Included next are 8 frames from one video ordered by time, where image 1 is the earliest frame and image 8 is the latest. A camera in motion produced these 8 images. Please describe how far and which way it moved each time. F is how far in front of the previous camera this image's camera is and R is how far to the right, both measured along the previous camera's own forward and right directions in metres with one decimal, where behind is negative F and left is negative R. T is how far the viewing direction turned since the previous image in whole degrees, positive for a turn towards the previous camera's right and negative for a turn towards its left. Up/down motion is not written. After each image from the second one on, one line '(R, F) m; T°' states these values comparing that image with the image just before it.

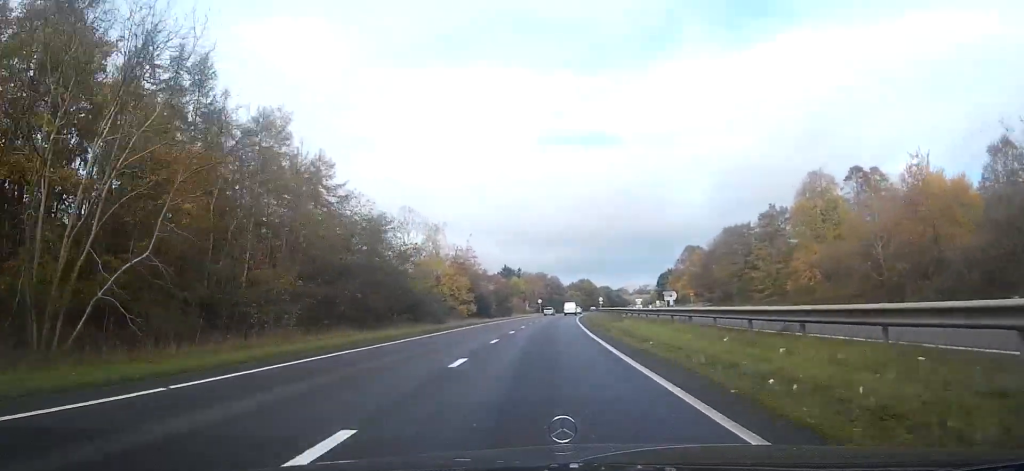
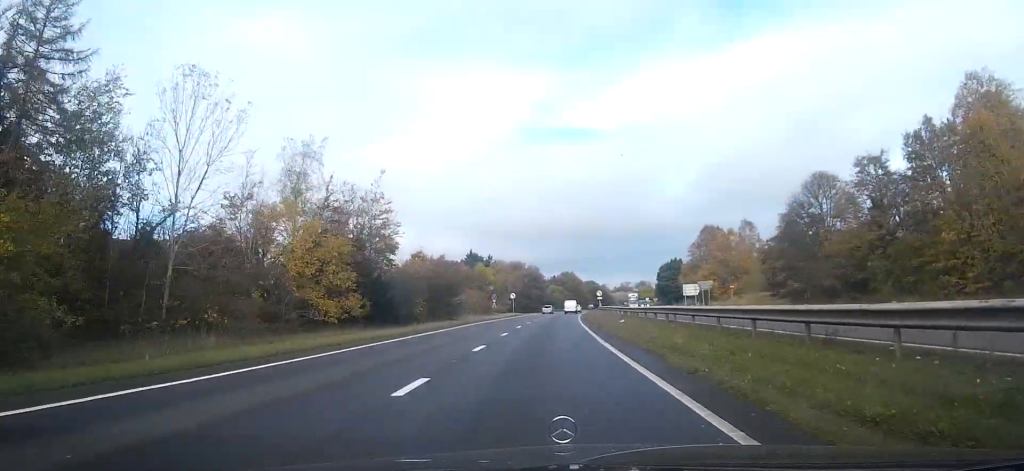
(+1.0, +39.2) m; +3°
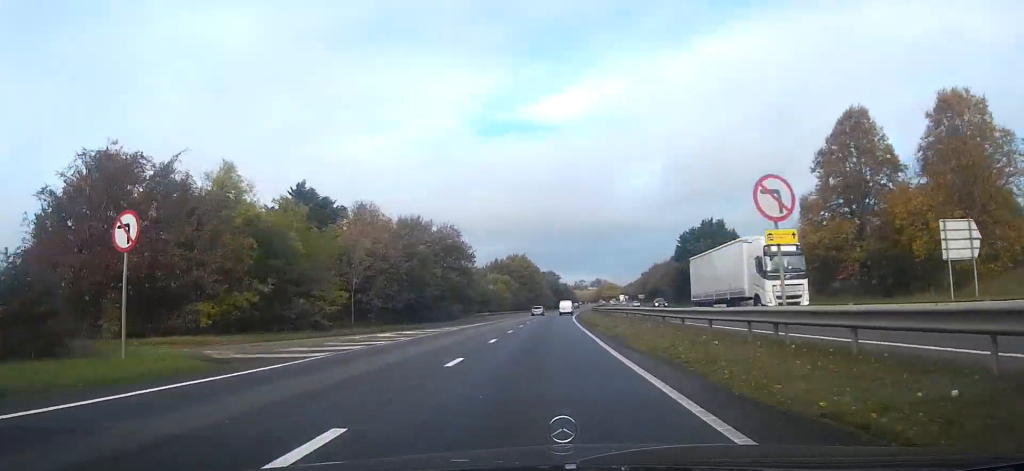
(+3.7, +82.9) m; +5°
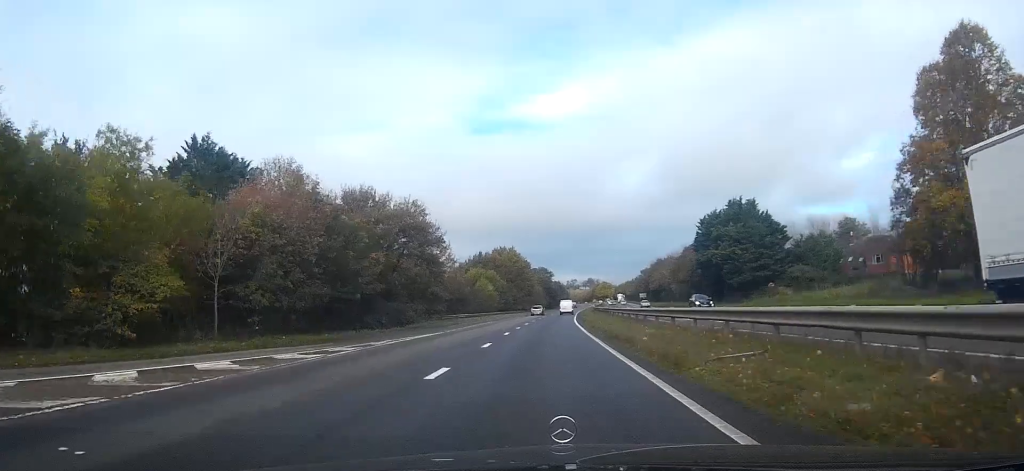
(0.0, +19.6) m; +1°
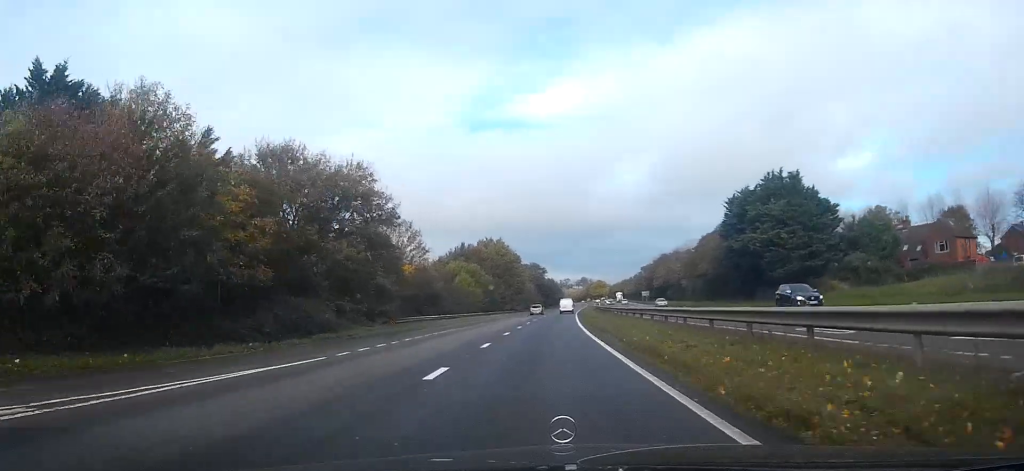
(+0.3, +17.5) m; +1°
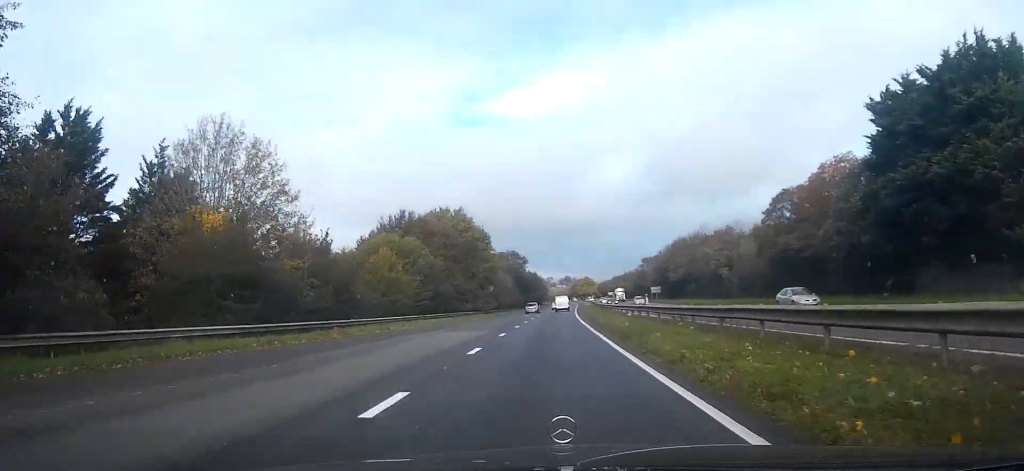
(+0.4, +38.6) m; +1°
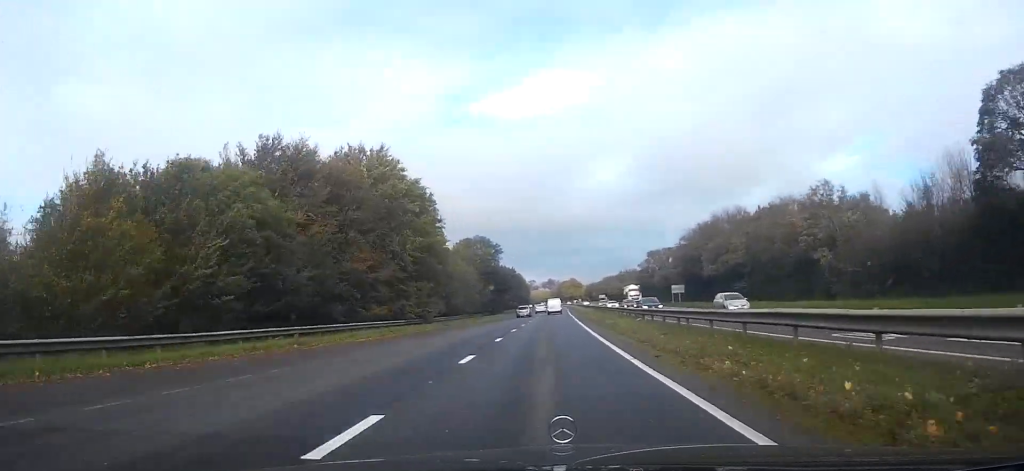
(+0.2, +36.8) m; +1°
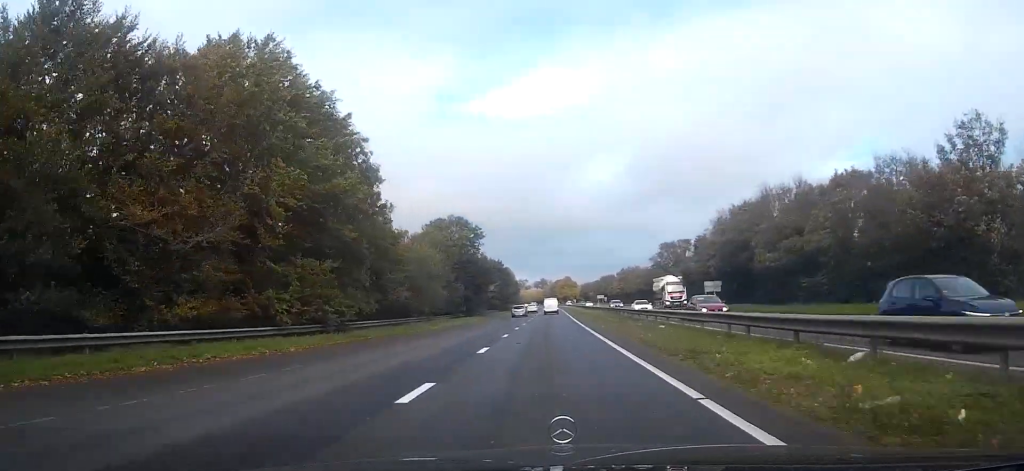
(+0.3, +23.5) m; +1°
